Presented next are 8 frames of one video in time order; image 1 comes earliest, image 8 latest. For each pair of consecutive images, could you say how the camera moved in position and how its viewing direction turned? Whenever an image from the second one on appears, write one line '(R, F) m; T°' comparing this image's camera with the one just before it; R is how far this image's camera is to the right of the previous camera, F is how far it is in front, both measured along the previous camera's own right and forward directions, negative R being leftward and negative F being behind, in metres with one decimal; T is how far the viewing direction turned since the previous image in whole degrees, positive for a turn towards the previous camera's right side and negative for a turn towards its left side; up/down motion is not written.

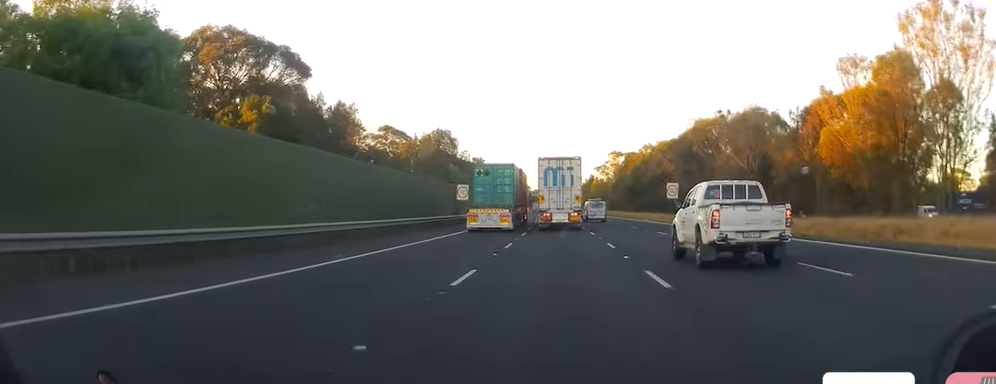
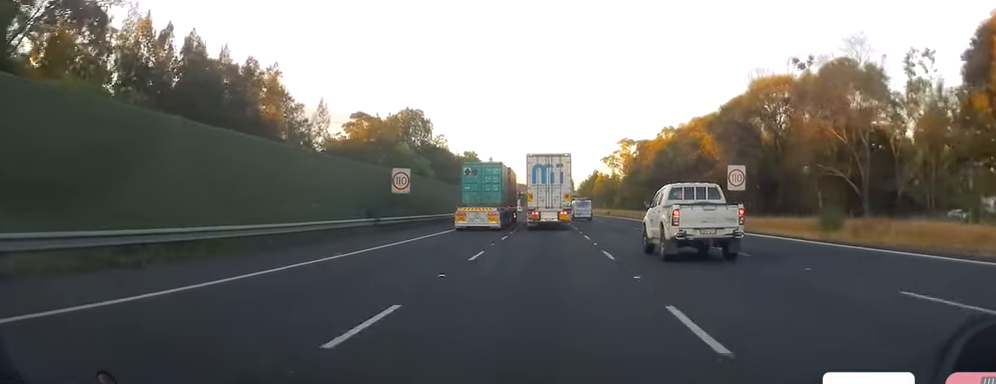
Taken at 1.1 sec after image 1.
(-0.1, +29.5) m; -1°
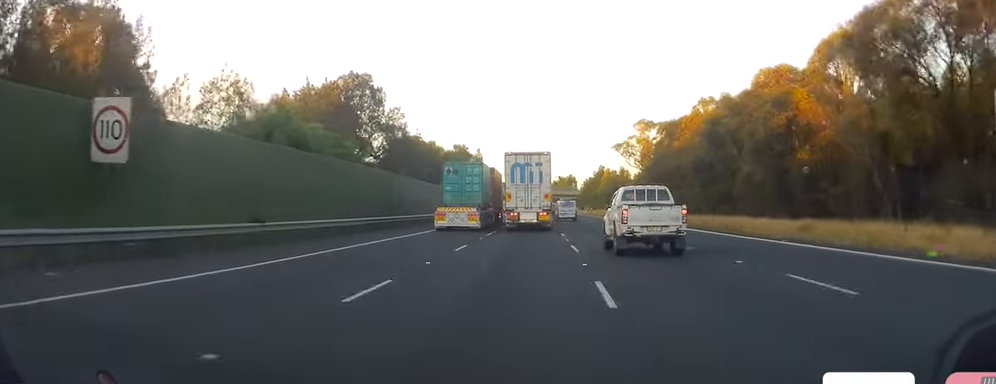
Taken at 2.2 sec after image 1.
(-0.1, +32.5) m; 0°
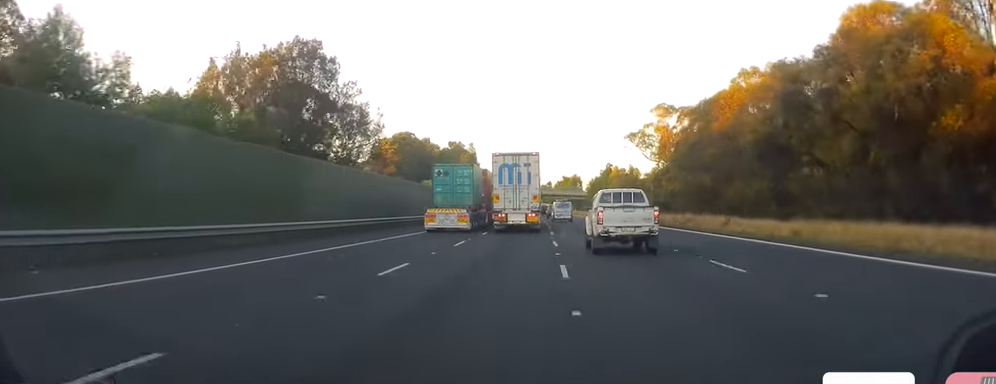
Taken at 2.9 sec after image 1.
(+0.2, +19.7) m; 0°
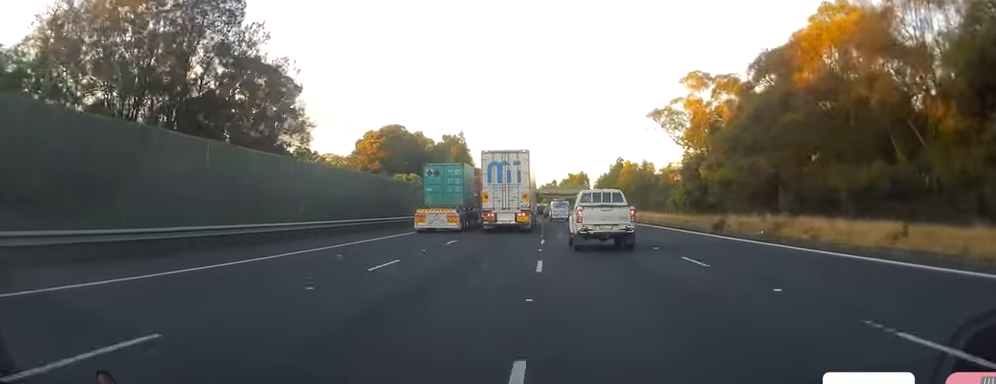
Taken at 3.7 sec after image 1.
(-0.2, +22.7) m; -1°
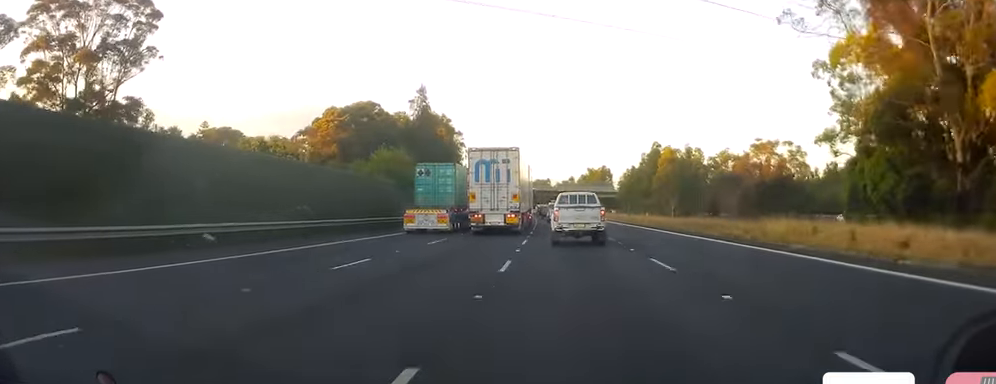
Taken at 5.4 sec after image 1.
(0.0, +48.3) m; -1°
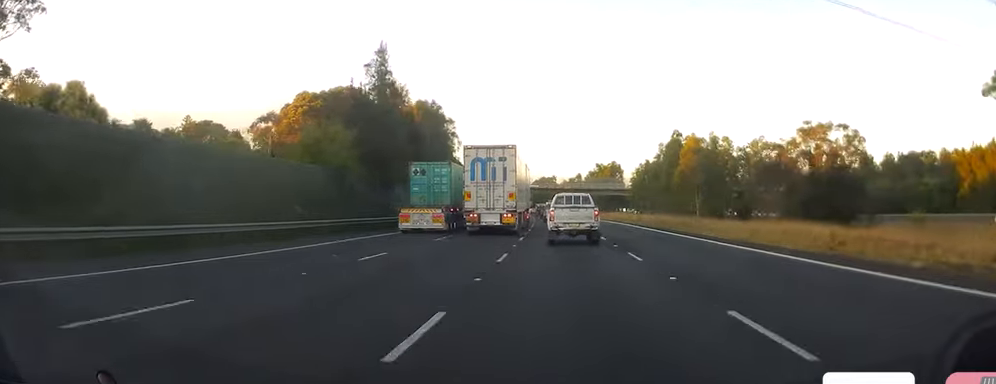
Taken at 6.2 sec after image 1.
(-0.2, +20.9) m; -1°
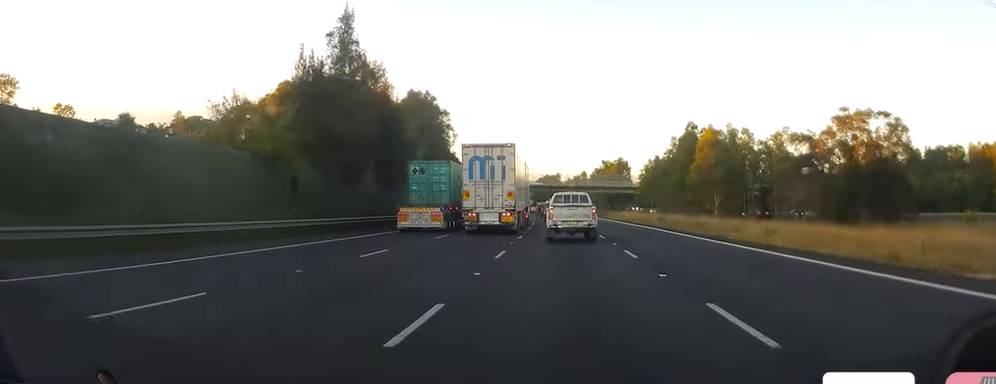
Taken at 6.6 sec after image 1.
(-0.3, +11.4) m; 0°
